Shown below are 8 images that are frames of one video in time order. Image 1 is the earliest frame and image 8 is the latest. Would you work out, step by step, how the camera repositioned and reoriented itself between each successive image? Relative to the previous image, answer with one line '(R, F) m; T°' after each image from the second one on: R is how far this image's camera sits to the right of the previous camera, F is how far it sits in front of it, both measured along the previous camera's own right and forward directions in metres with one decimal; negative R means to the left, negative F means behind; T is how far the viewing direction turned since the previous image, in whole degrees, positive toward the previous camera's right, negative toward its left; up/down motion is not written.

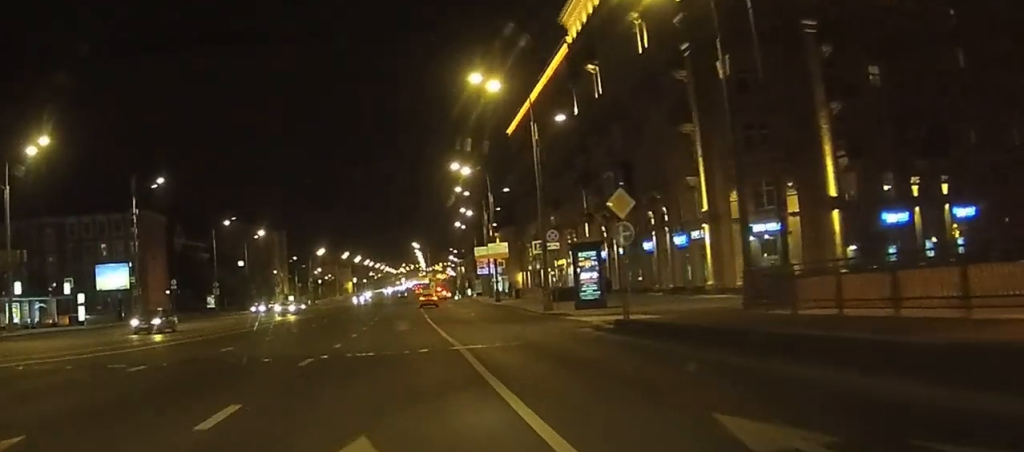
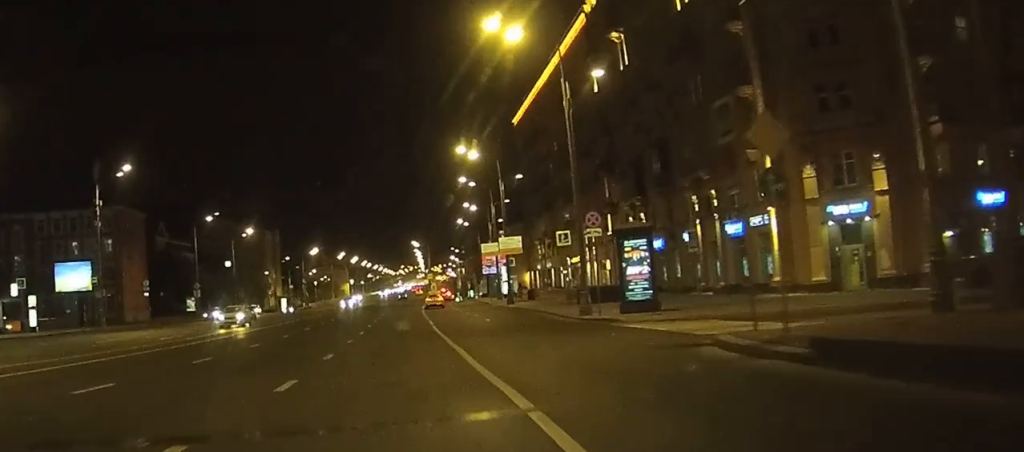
(0.0, +11.2) m; 0°
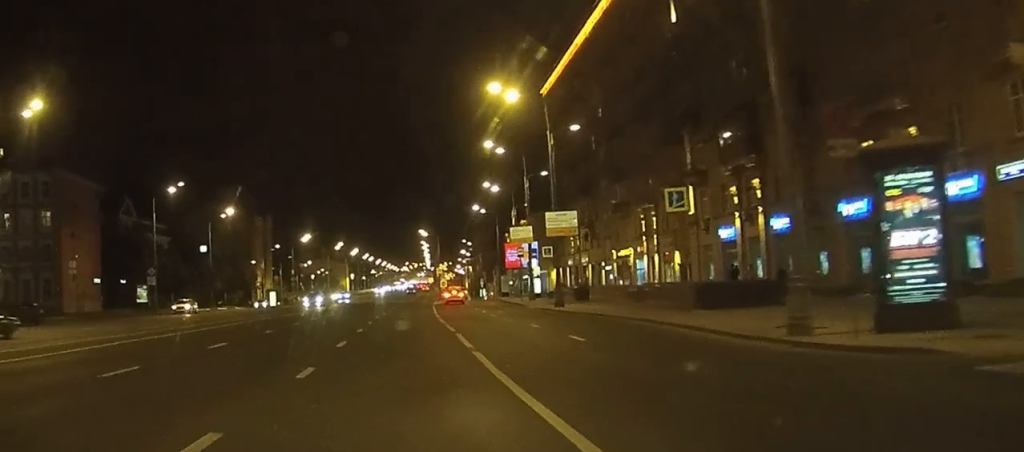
(0.0, +22.9) m; 0°
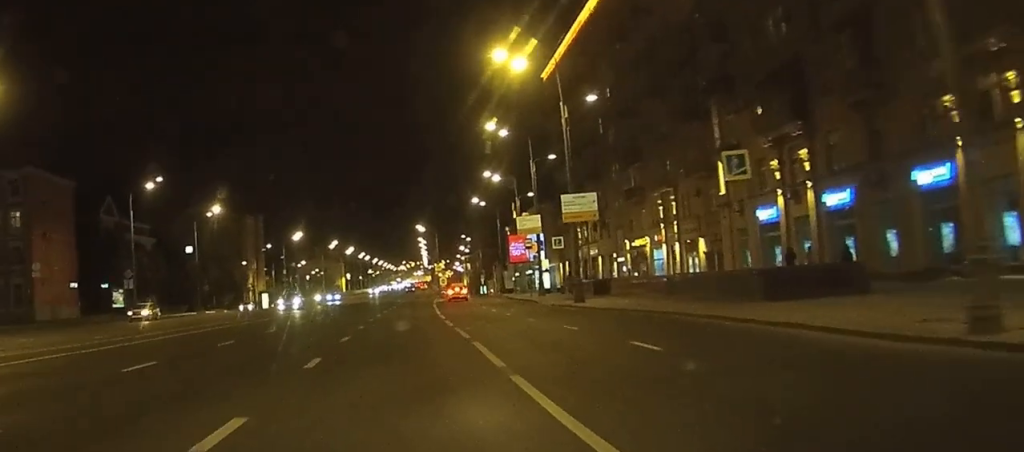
(0.0, +7.0) m; 0°
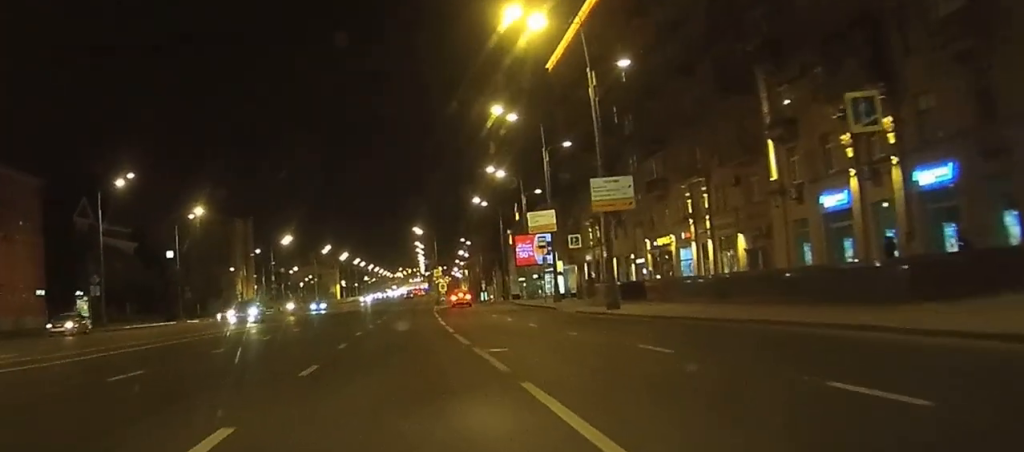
(0.0, +8.7) m; 0°
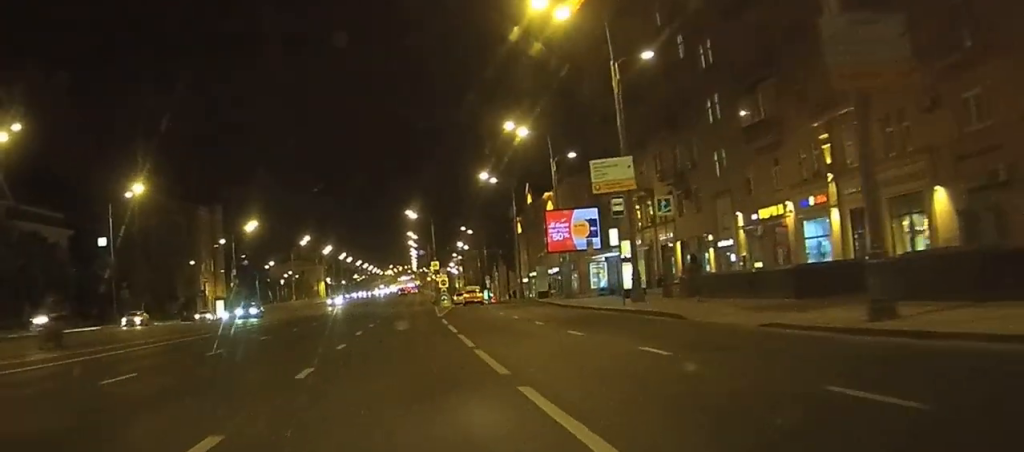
(+0.1, +24.0) m; 0°
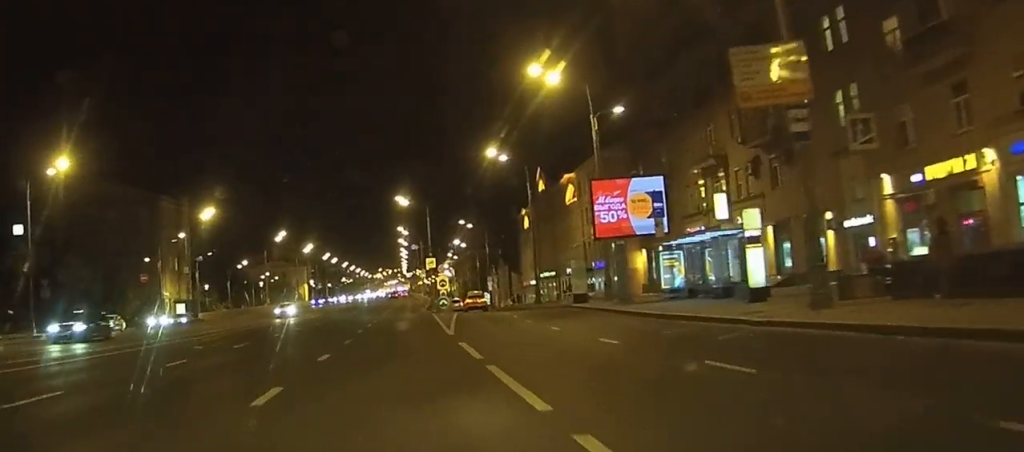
(0.0, +19.3) m; 0°
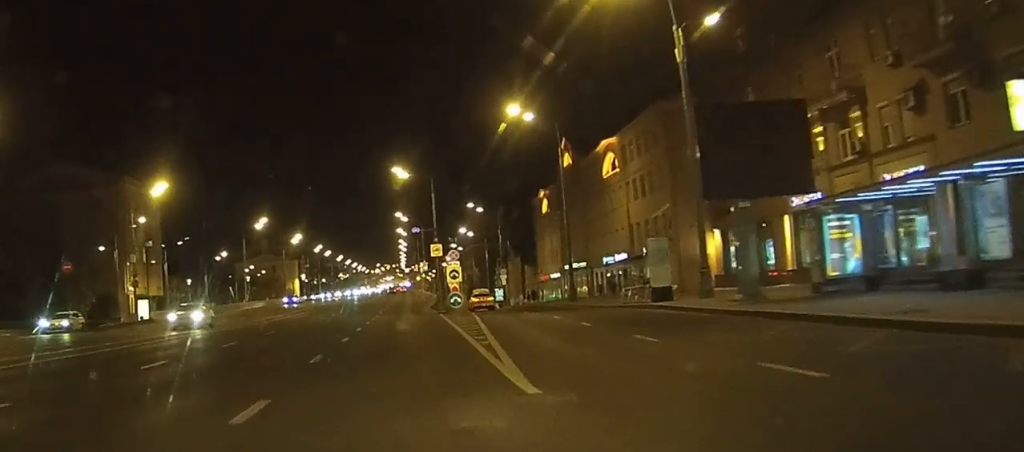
(+0.1, +17.6) m; 0°
